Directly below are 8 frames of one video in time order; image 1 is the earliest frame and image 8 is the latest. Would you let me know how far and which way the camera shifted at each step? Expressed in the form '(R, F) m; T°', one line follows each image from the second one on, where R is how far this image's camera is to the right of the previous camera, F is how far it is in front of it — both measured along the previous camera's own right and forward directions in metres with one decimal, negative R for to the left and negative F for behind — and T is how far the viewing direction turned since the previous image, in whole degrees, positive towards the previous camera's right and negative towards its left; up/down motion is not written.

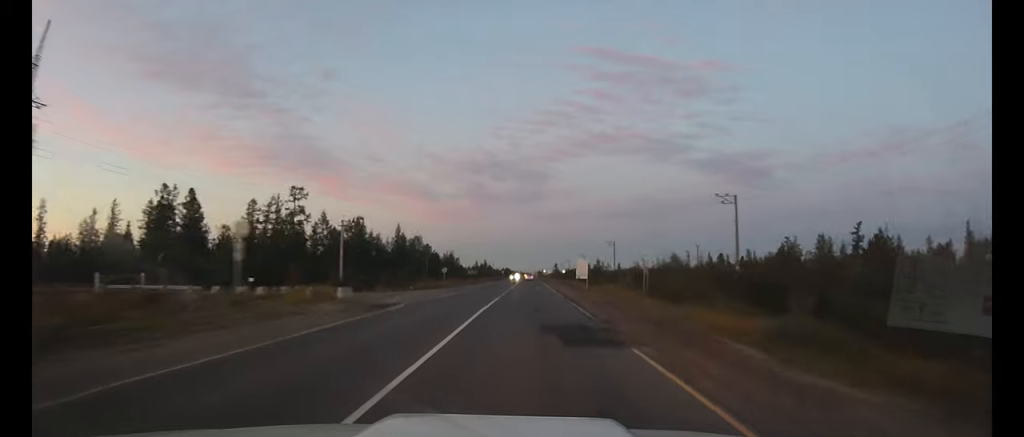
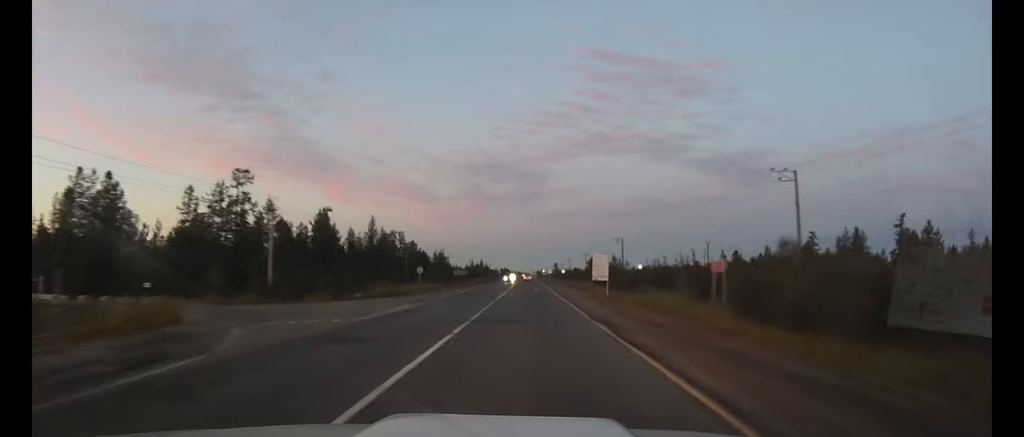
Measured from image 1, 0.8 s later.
(0.0, +16.6) m; 0°
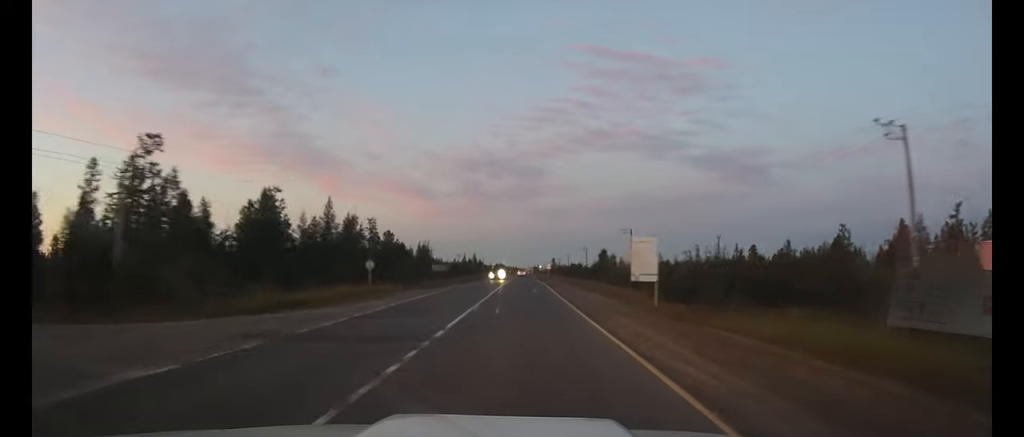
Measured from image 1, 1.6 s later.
(0.0, +18.1) m; 0°
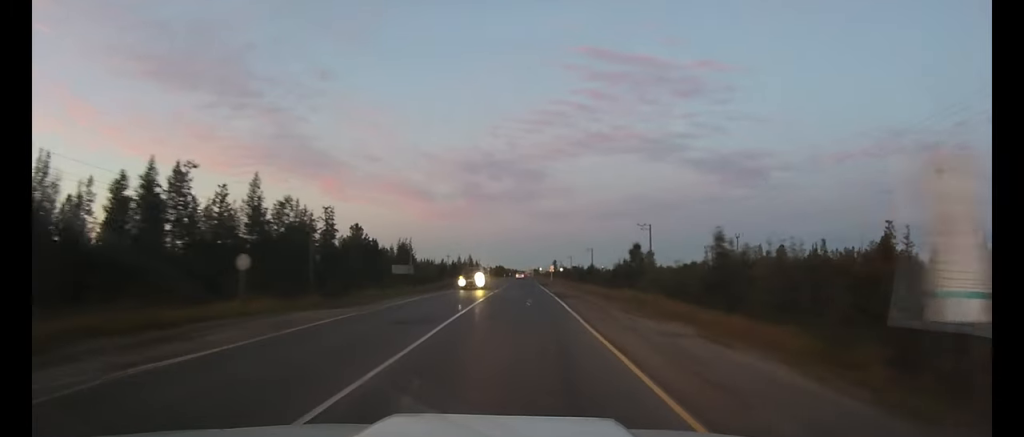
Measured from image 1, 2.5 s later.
(0.0, +20.3) m; 0°
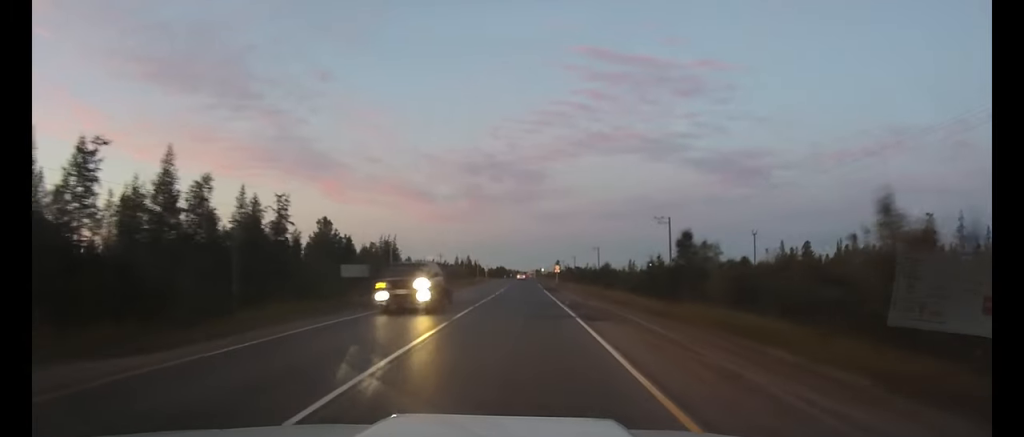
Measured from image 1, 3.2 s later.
(0.0, +14.5) m; 0°
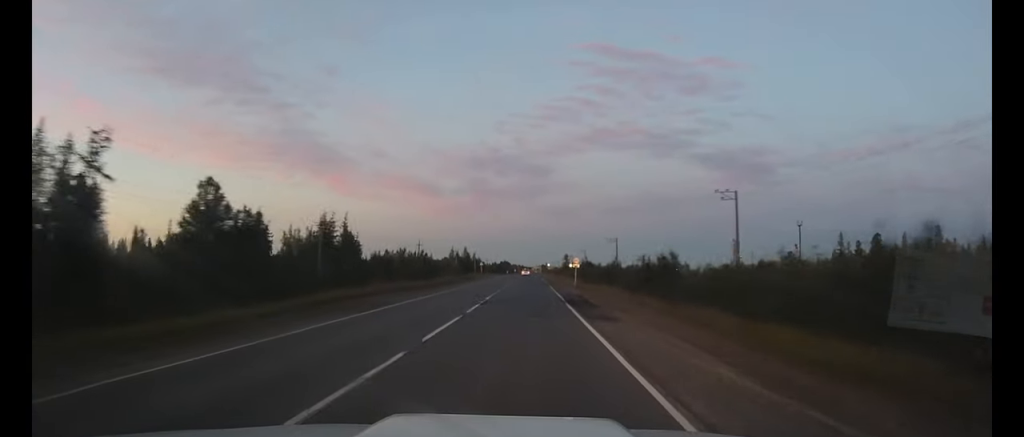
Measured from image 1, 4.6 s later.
(-0.2, +29.7) m; 0°
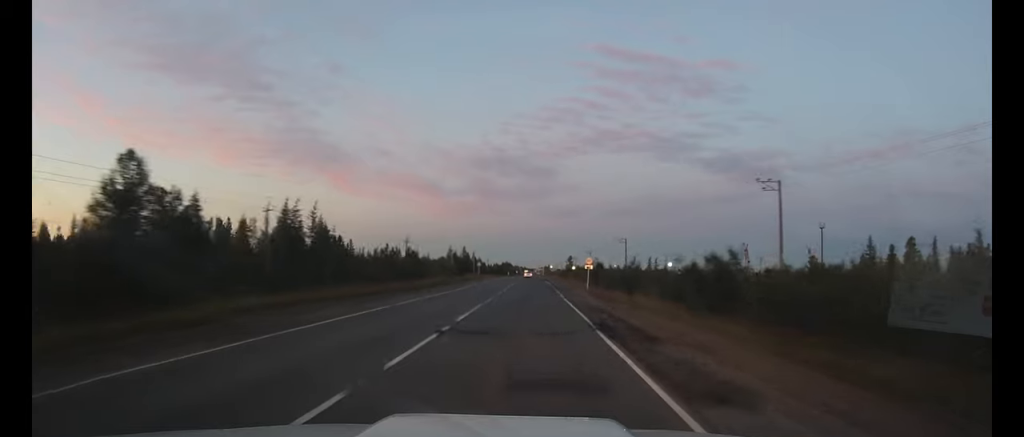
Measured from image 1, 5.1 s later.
(0.0, +11.6) m; 0°
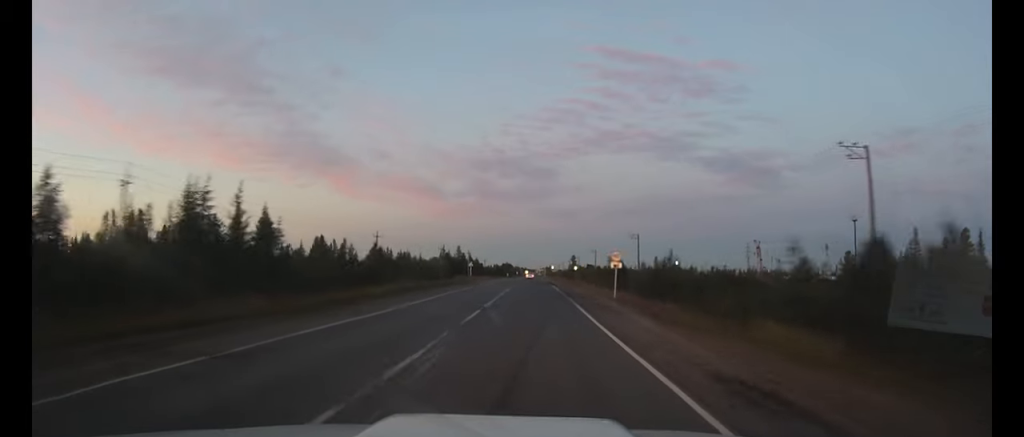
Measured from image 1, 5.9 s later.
(0.0, +16.8) m; 0°
